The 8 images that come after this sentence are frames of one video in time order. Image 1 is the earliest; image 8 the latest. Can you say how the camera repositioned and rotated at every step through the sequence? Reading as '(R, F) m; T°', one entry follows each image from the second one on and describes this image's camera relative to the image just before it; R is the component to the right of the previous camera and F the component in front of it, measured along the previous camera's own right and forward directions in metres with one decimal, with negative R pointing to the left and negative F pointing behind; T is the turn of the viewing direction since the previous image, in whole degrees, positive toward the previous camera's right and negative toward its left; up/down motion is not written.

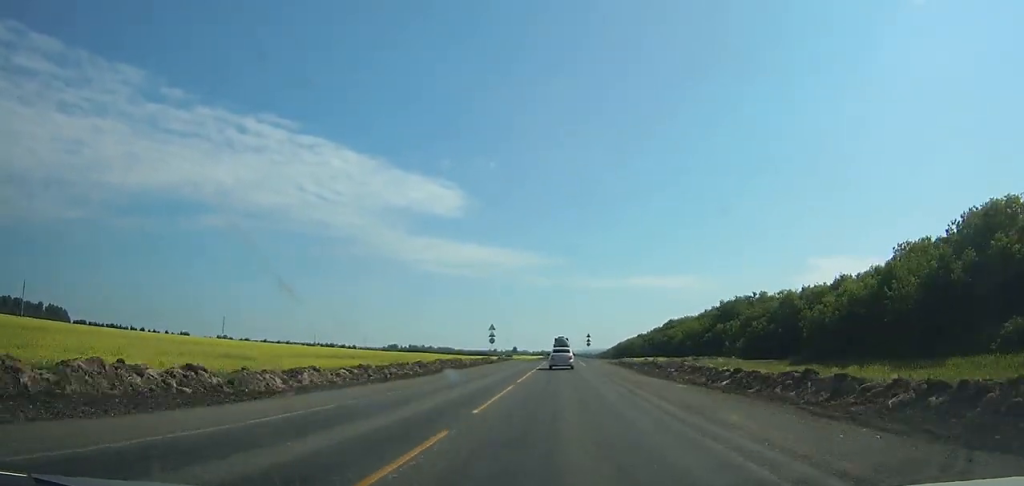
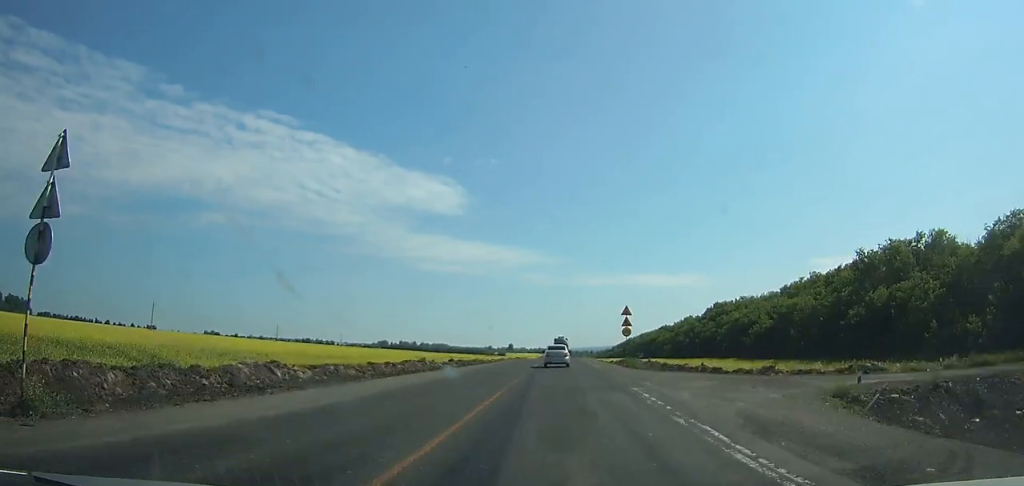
(-0.1, +64.4) m; 0°
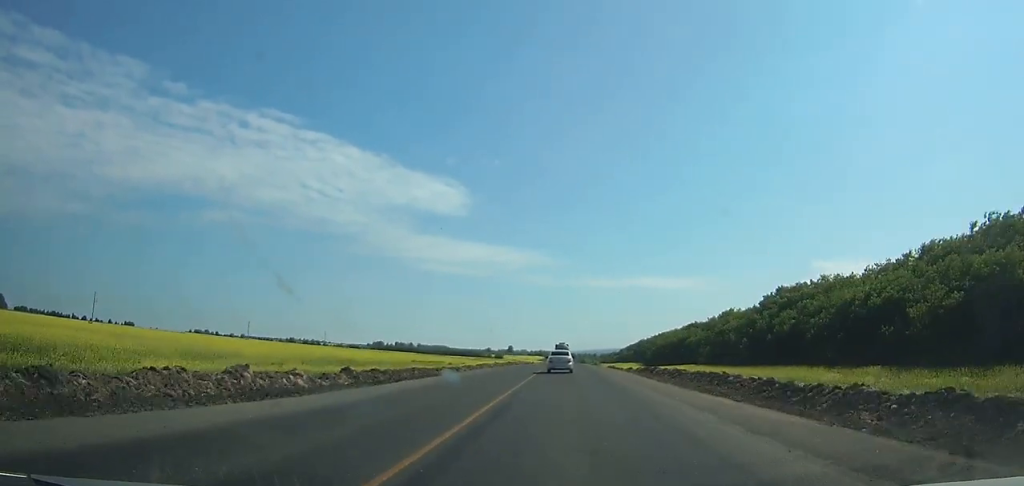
(+0.1, +42.7) m; 0°
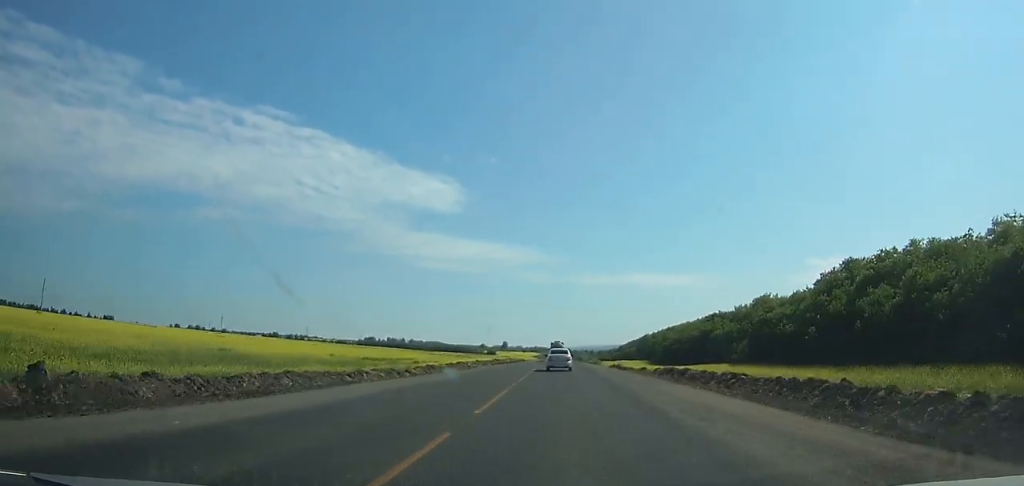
(0.0, +27.8) m; 0°
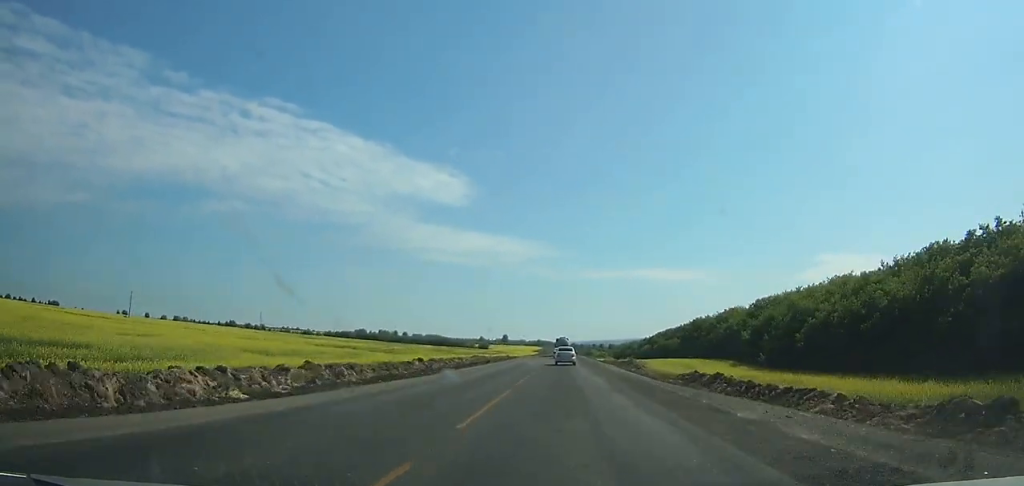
(-0.4, +87.3) m; 0°
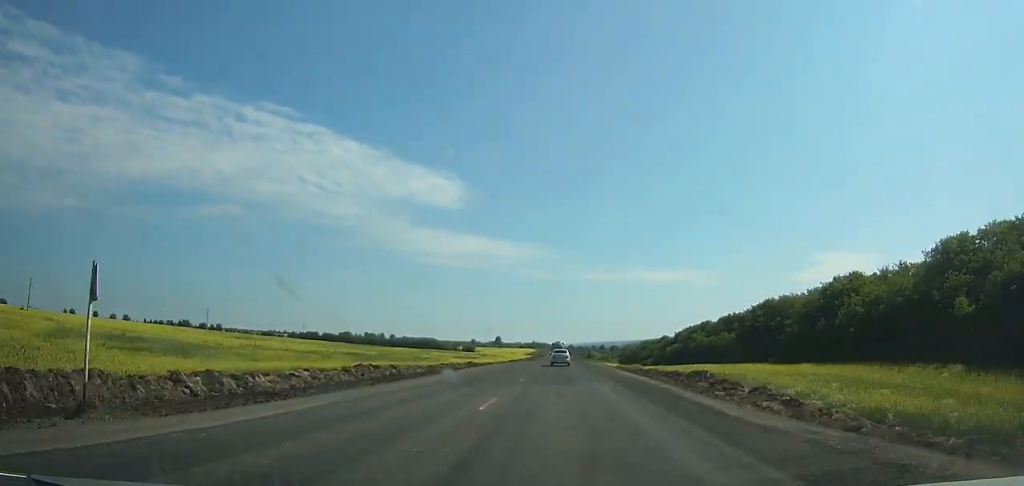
(+0.1, +60.6) m; 0°
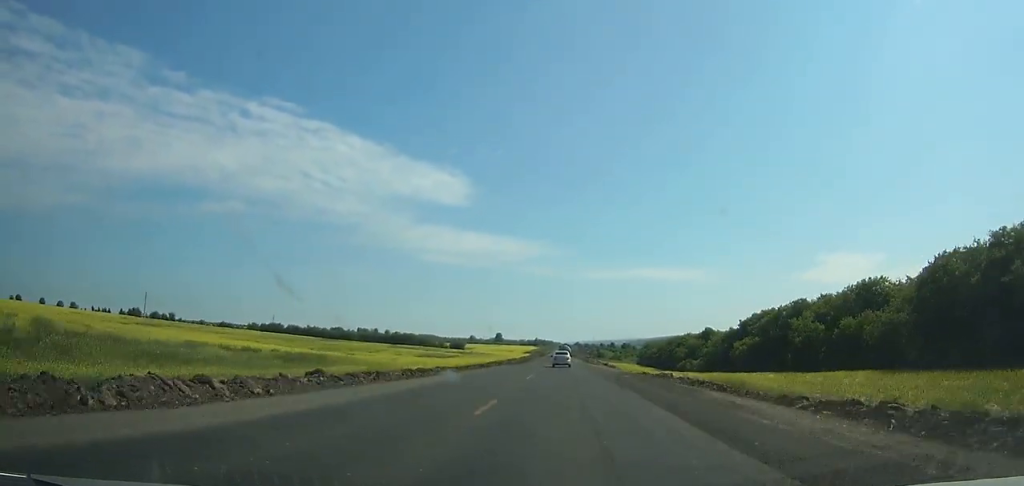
(0.0, +62.0) m; 0°
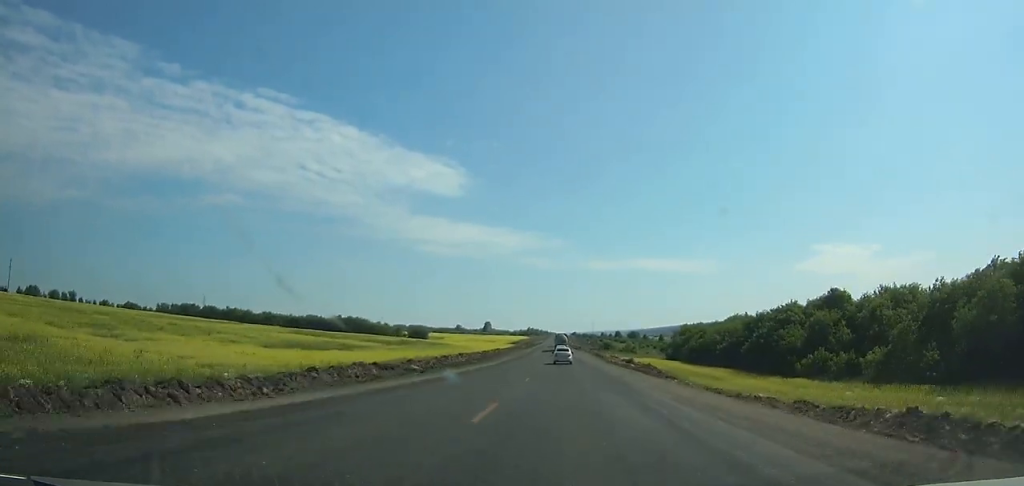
(0.0, +83.8) m; 0°
